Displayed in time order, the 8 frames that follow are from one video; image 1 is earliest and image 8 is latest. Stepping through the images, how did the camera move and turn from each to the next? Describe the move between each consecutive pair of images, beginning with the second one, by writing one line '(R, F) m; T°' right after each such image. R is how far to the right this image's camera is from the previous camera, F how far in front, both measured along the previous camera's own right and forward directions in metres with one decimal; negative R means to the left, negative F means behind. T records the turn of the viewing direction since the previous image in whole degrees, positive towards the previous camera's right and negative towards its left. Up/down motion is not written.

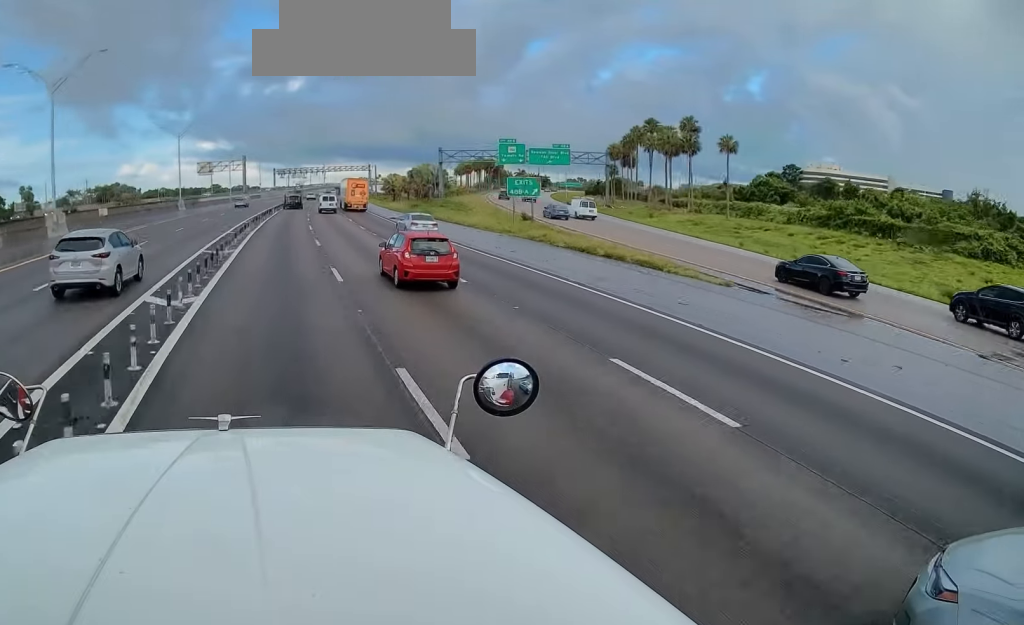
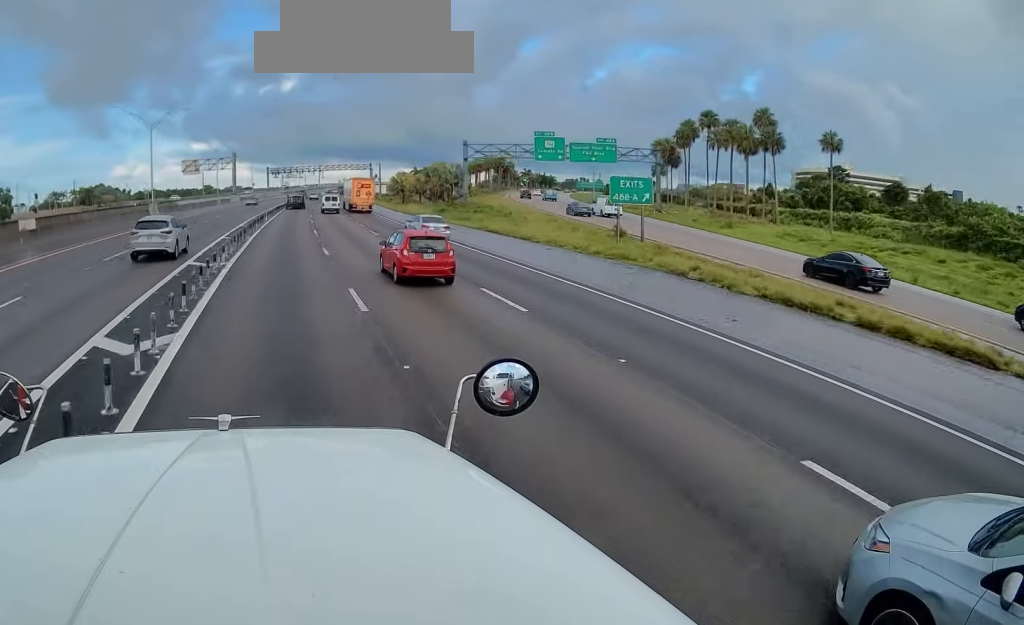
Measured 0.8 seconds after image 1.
(+0.3, +17.2) m; +1°
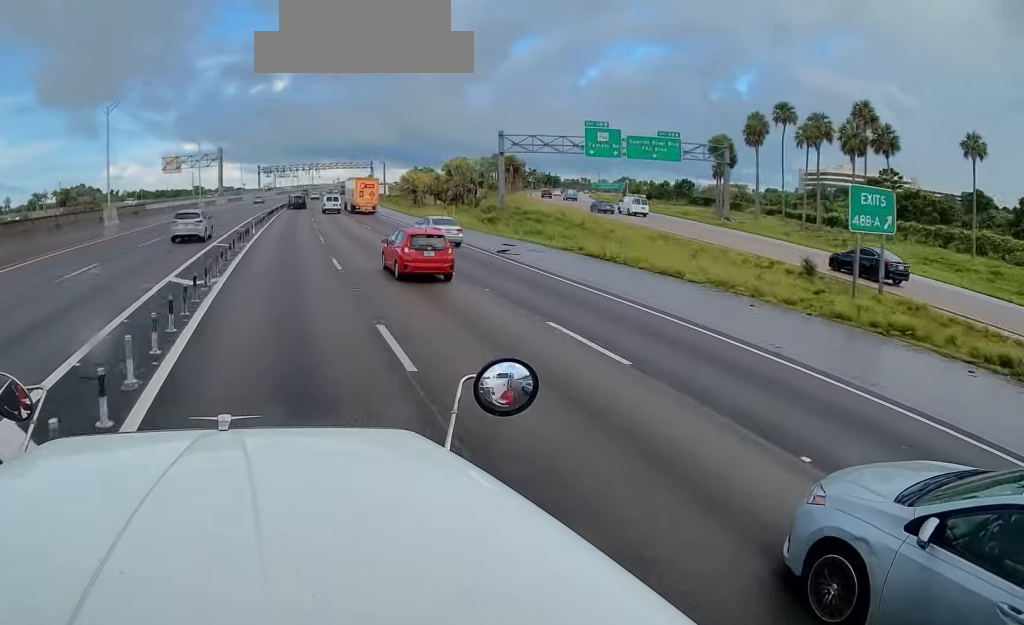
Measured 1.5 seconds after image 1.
(+0.1, +17.5) m; 0°
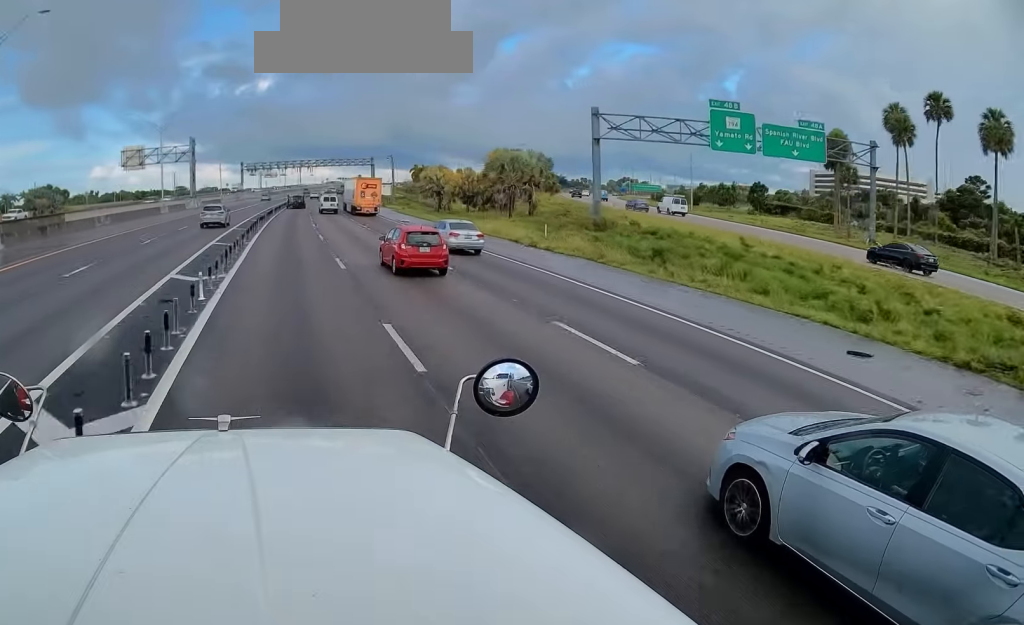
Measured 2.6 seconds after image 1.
(0.0, +25.7) m; +1°
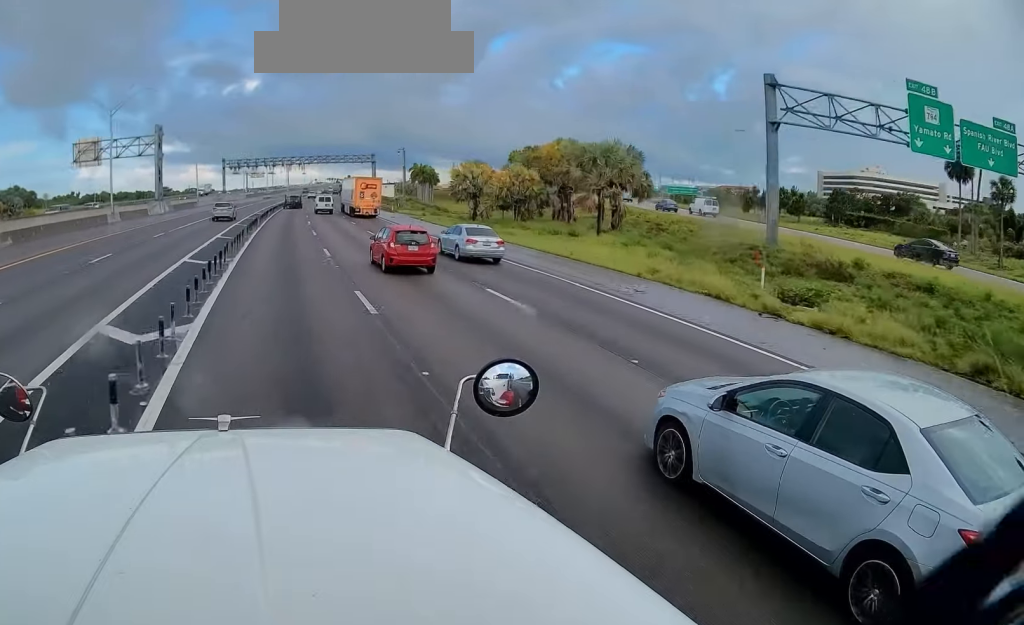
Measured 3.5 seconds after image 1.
(+0.4, +21.7) m; 0°
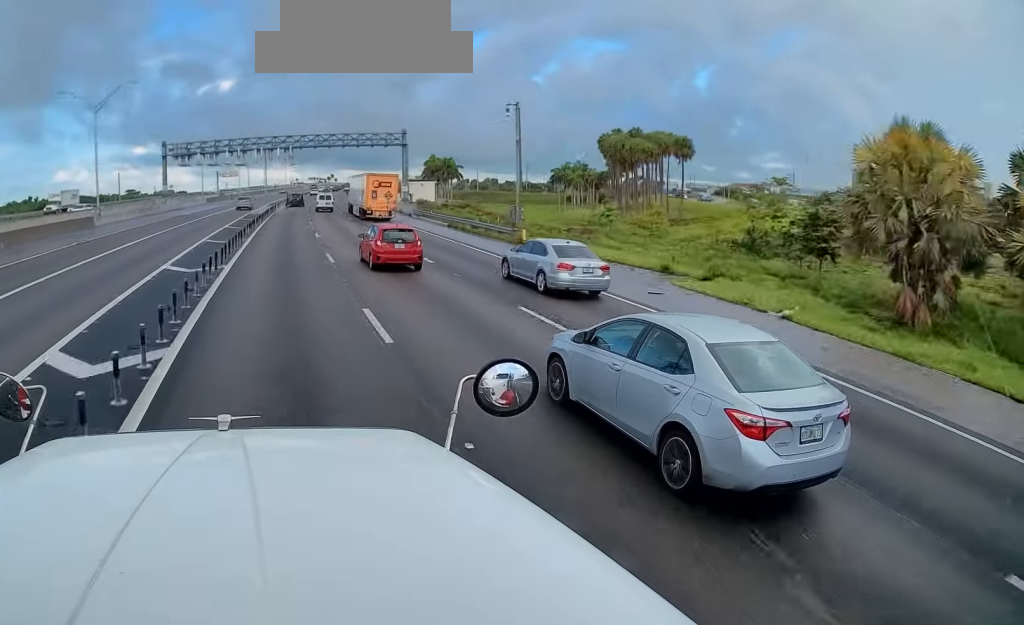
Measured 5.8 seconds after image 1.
(+1.3, +57.4) m; +3°
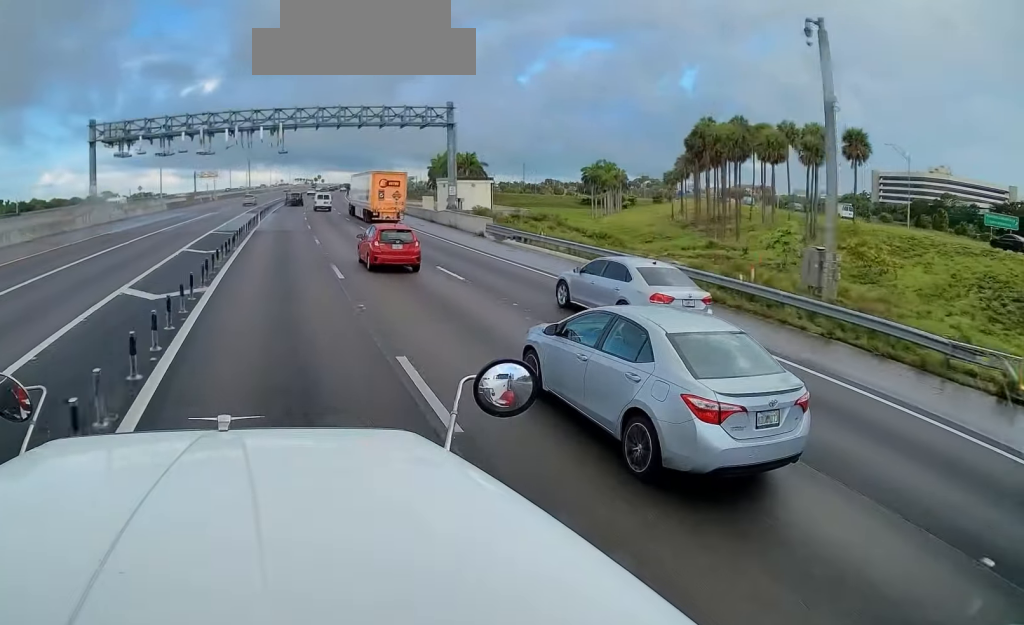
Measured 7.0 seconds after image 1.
(+0.1, +29.4) m; 0°
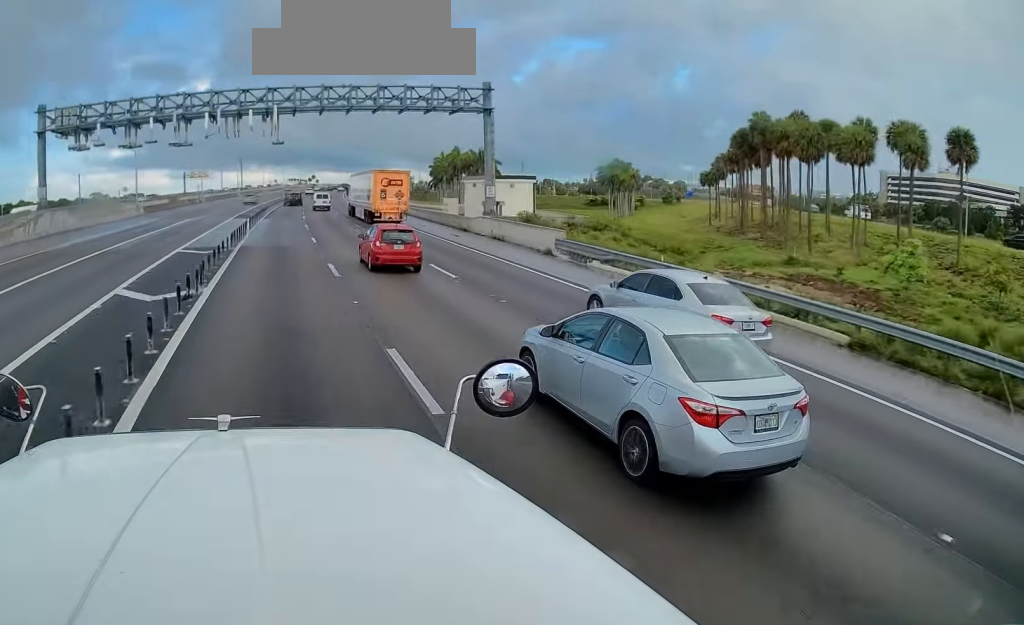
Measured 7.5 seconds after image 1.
(0.0, +12.2) m; 0°
